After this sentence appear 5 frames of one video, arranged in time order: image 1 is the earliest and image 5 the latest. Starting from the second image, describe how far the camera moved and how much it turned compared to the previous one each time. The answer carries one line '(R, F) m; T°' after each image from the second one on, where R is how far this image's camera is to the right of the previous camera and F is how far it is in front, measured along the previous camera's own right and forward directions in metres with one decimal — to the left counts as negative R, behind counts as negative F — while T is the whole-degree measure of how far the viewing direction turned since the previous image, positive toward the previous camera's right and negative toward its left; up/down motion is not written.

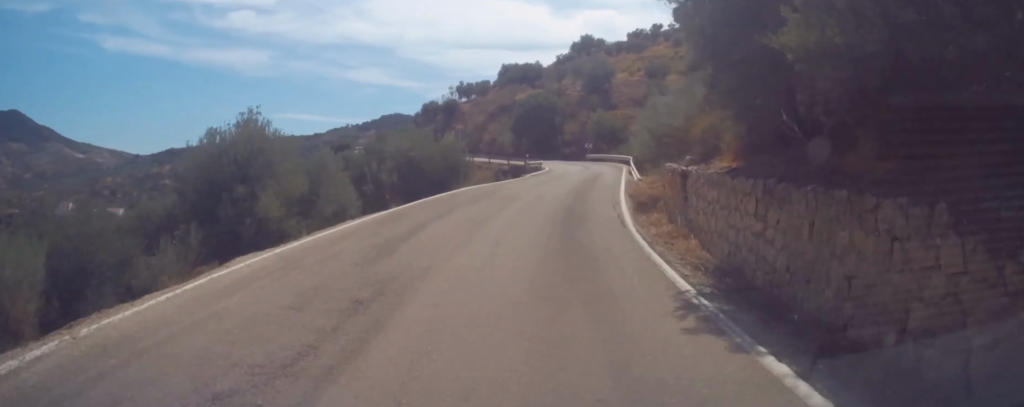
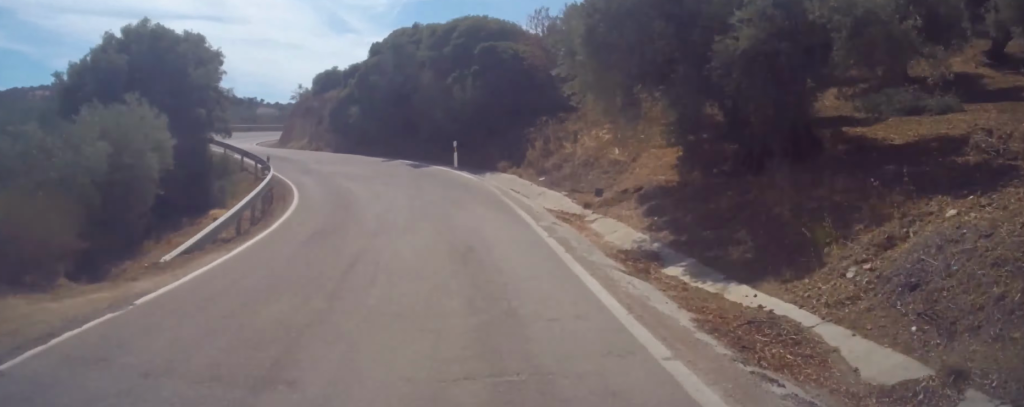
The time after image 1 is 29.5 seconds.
(+183.6, +329.3) m; +47°
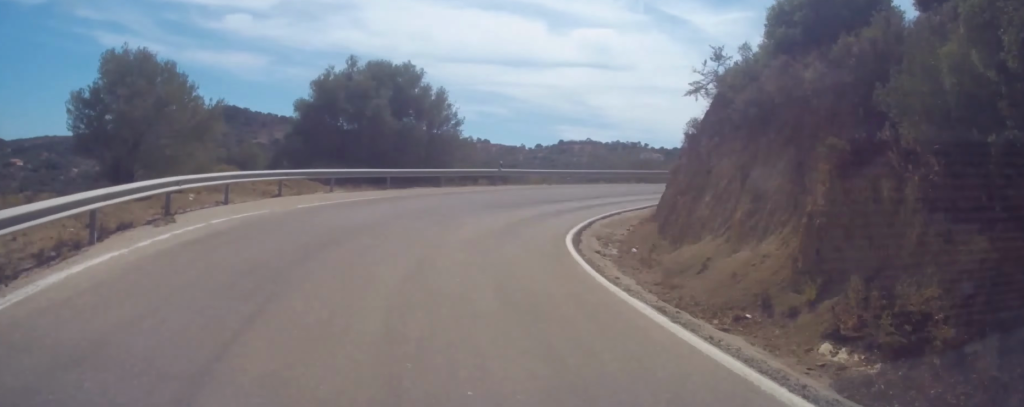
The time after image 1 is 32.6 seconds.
(-8.7, +33.0) m; +9°
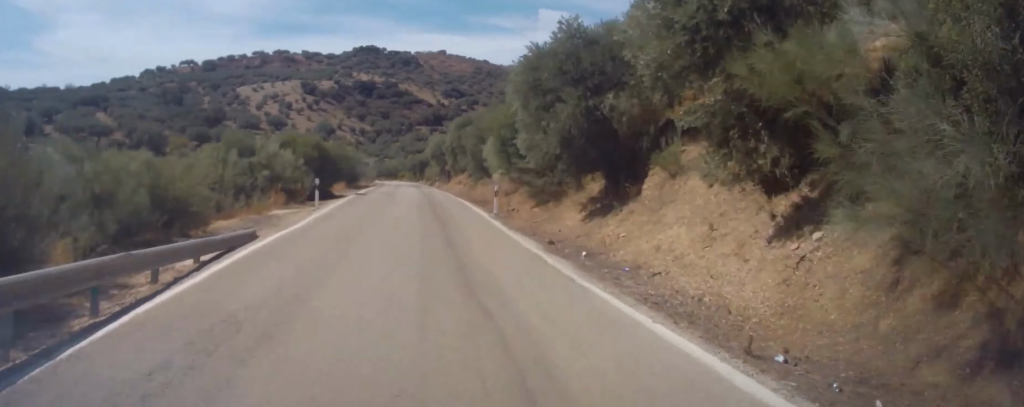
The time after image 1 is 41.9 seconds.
(+60.1, +91.7) m; +28°
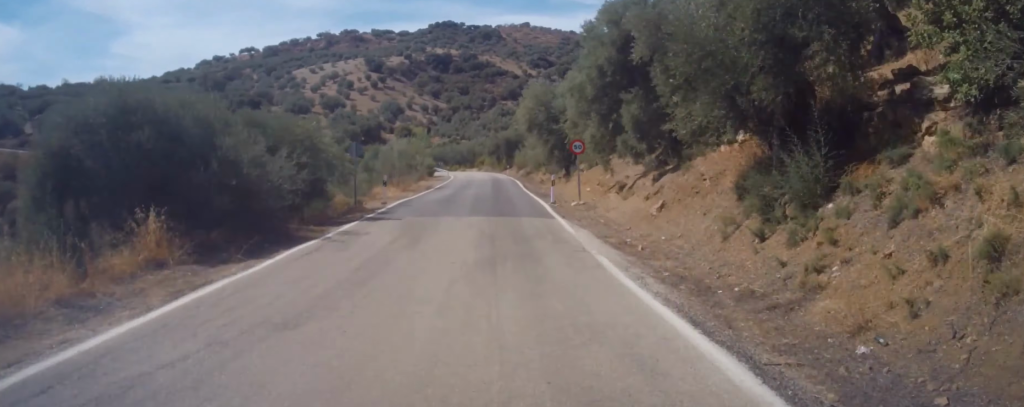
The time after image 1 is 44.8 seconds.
(+6.2, +35.6) m; -7°
